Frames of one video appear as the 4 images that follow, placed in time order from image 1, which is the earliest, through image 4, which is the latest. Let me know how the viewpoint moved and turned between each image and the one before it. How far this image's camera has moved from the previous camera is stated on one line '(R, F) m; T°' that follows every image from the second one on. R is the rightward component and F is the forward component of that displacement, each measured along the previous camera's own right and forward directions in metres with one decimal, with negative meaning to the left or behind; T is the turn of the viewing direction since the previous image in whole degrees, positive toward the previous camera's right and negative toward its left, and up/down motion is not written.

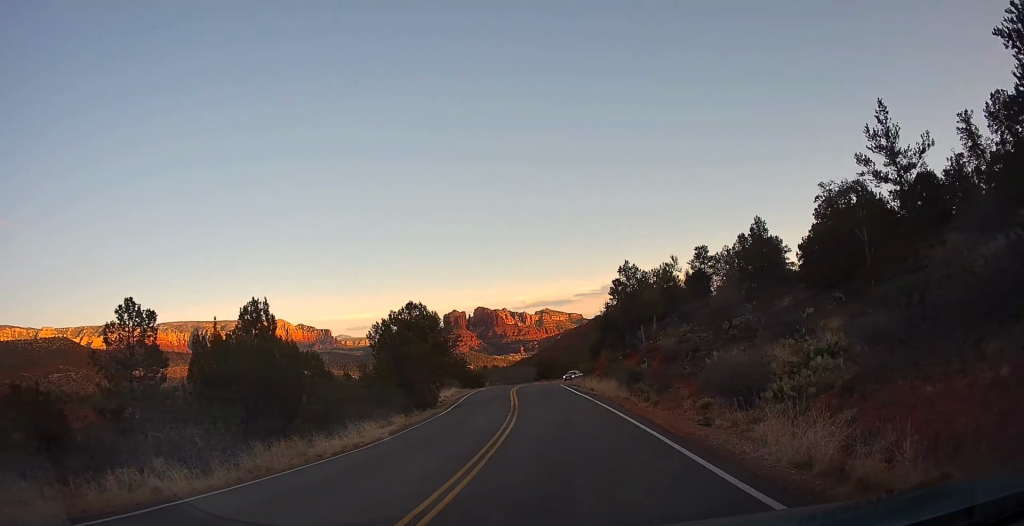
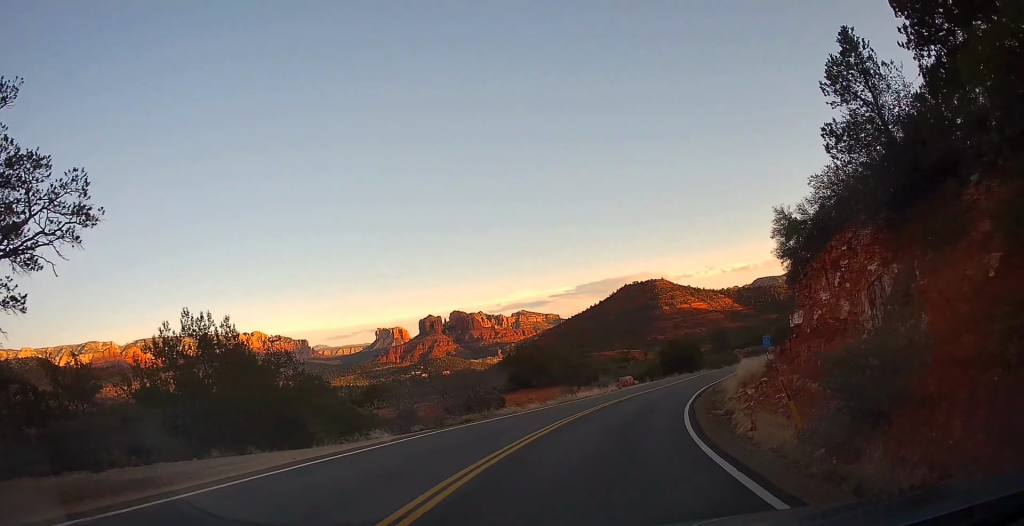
(+1.5, +56.7) m; +7°
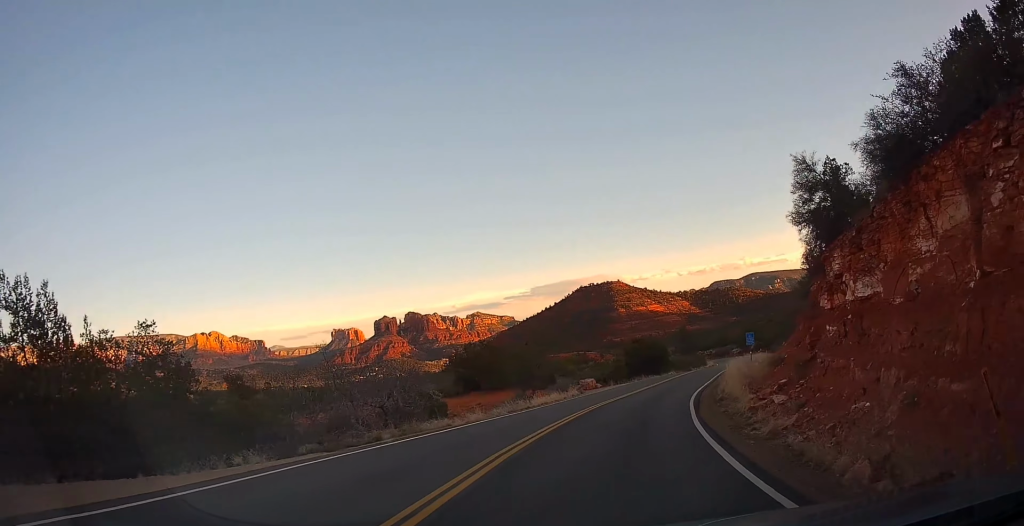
(+0.3, +7.3) m; +5°
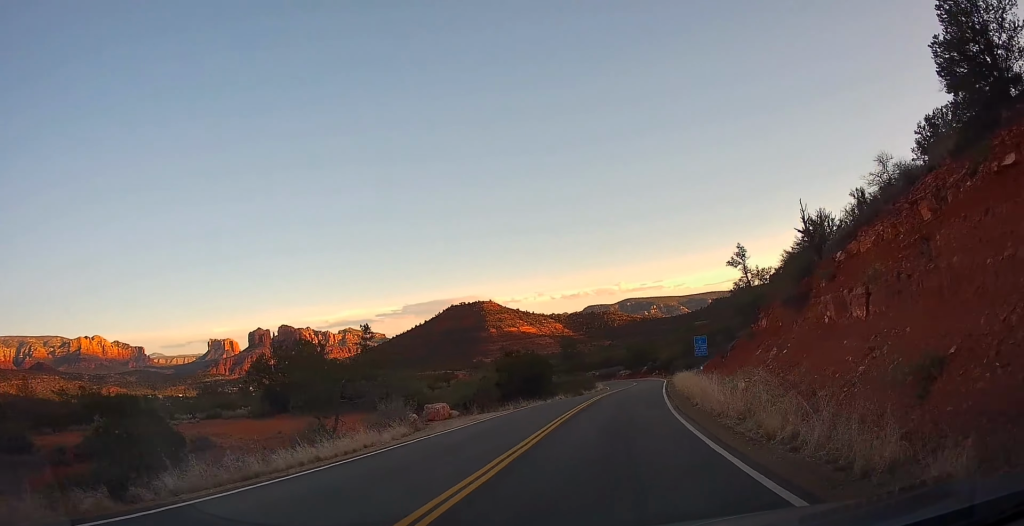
(+1.7, +17.1) m; +15°
